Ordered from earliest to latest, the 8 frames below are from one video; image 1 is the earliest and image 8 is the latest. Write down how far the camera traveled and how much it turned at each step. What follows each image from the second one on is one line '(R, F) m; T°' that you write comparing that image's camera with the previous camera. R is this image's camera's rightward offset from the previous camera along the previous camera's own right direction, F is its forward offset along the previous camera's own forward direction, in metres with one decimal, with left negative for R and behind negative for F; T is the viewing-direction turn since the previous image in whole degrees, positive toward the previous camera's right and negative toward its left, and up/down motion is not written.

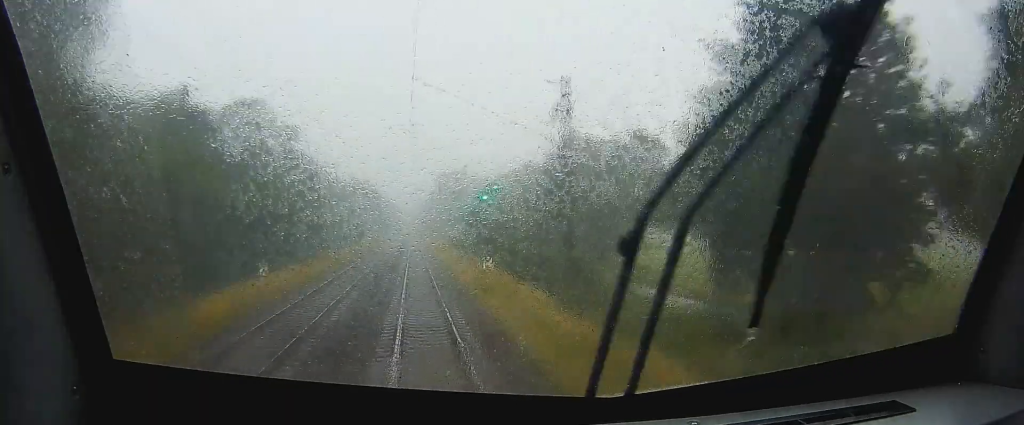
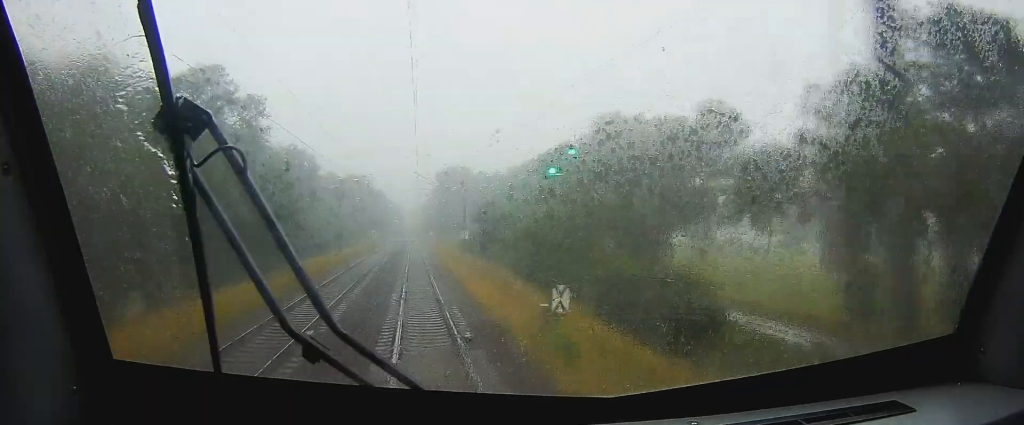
(-0.1, +15.6) m; 0°
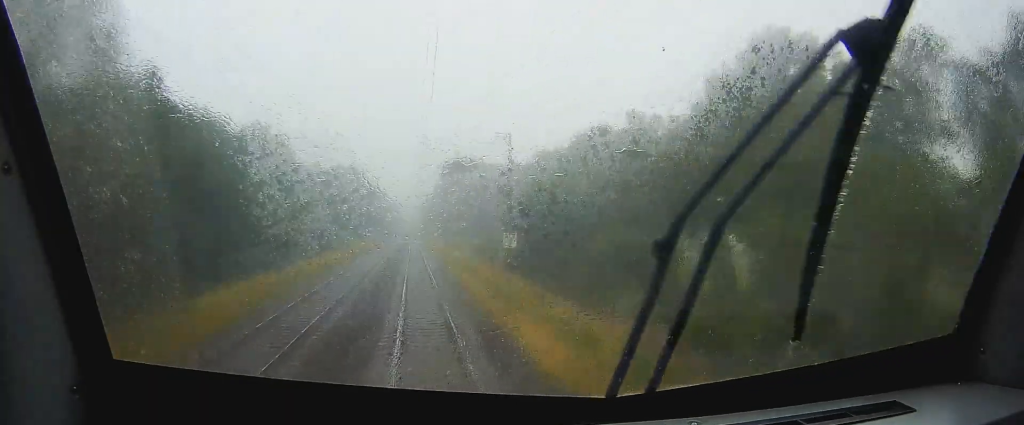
(0.0, +30.0) m; 0°
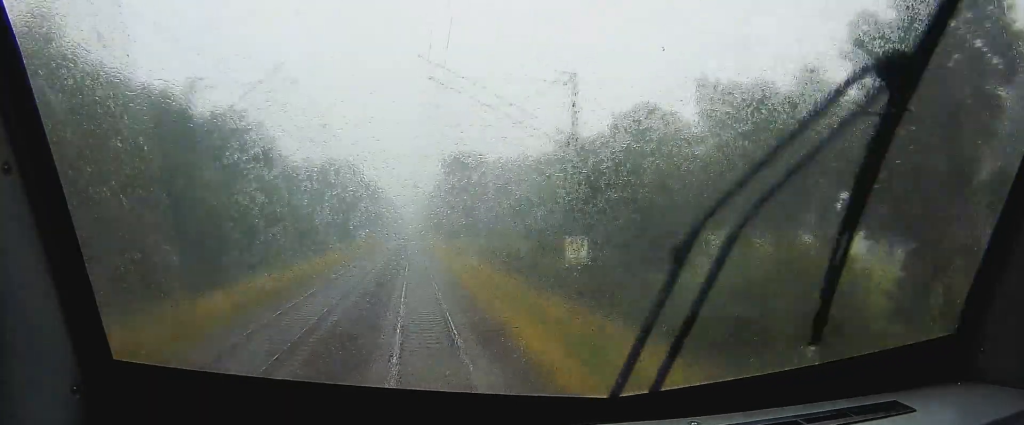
(+0.1, +14.4) m; 0°
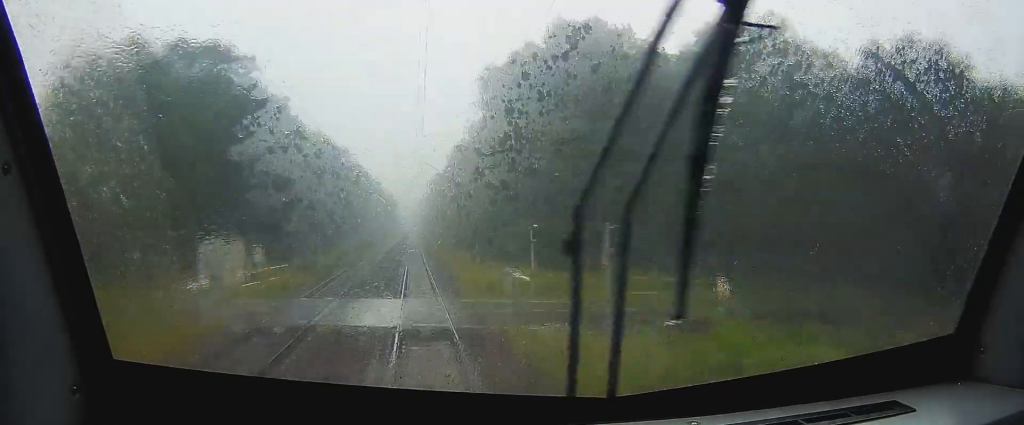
(+0.1, +97.8) m; 0°
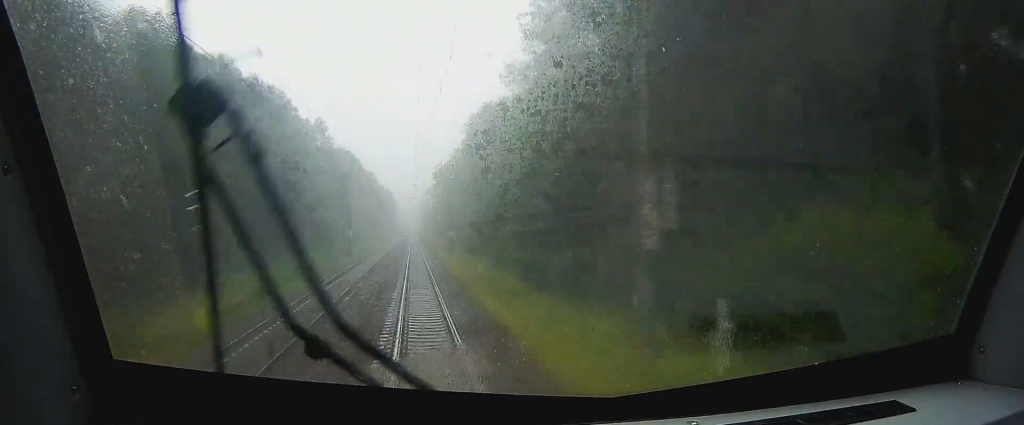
(0.0, +34.4) m; 0°
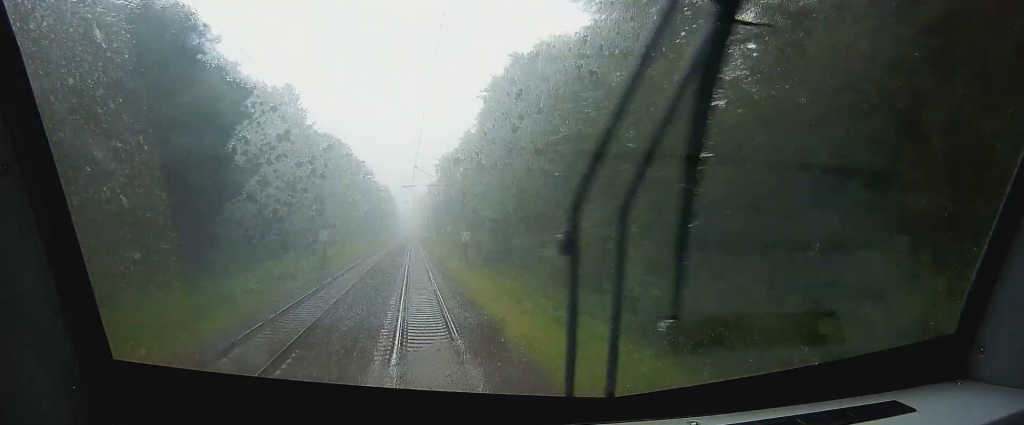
(+0.1, +22.6) m; 0°
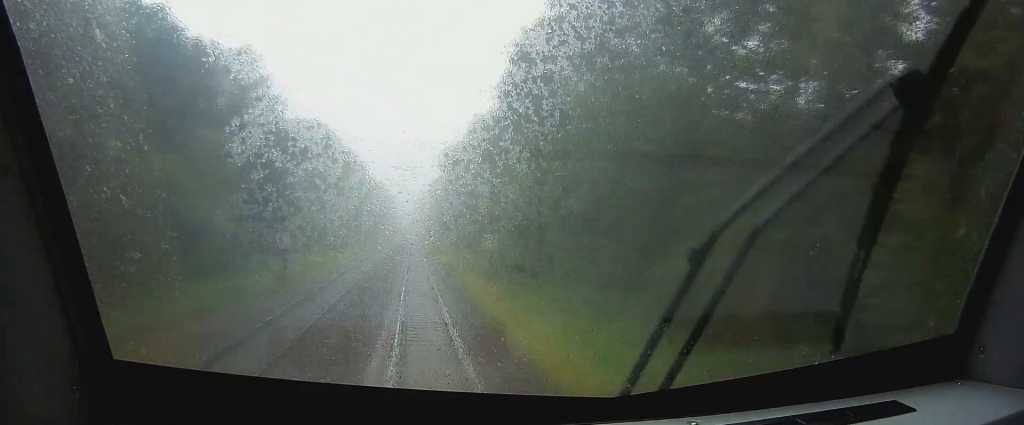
(+0.1, +17.8) m; 0°
